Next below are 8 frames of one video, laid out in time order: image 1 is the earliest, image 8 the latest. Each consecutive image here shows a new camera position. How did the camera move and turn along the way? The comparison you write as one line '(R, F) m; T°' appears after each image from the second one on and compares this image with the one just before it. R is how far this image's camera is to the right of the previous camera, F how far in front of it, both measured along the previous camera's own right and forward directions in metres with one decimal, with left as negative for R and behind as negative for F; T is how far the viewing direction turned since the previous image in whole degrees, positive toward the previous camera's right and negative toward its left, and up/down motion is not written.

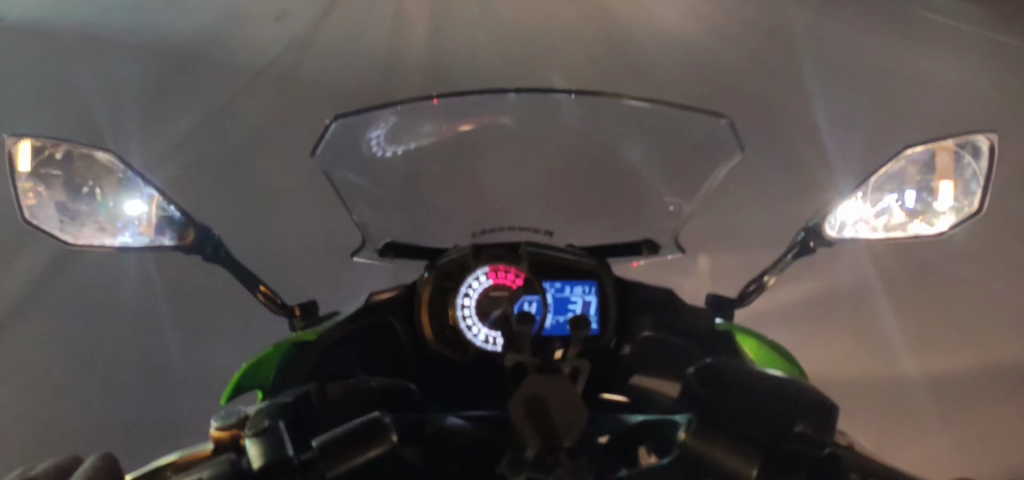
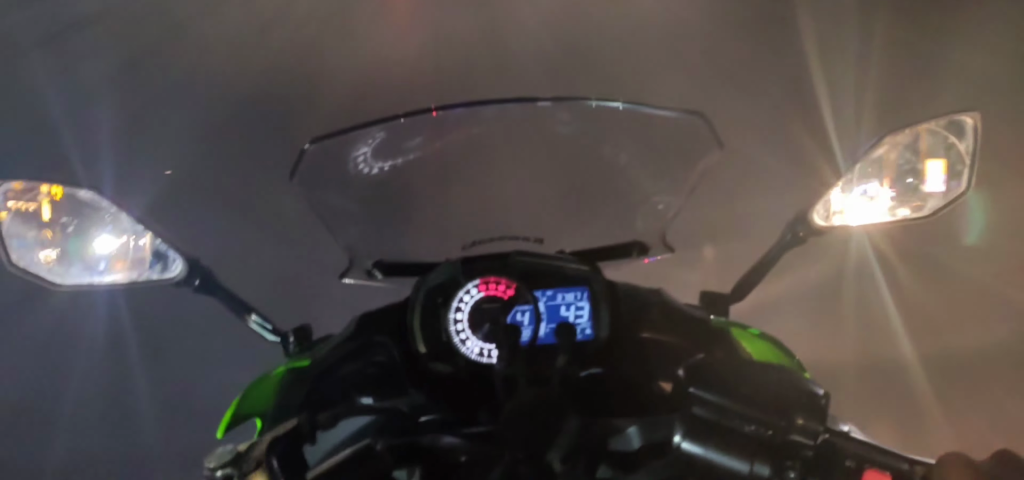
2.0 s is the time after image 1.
(+1.3, +20.5) m; +1°
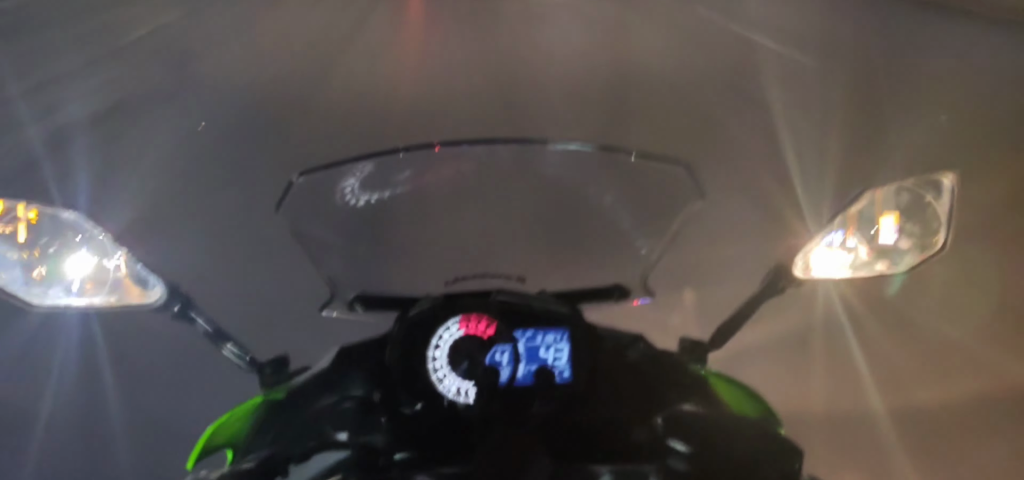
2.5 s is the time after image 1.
(-0.1, +5.2) m; -1°
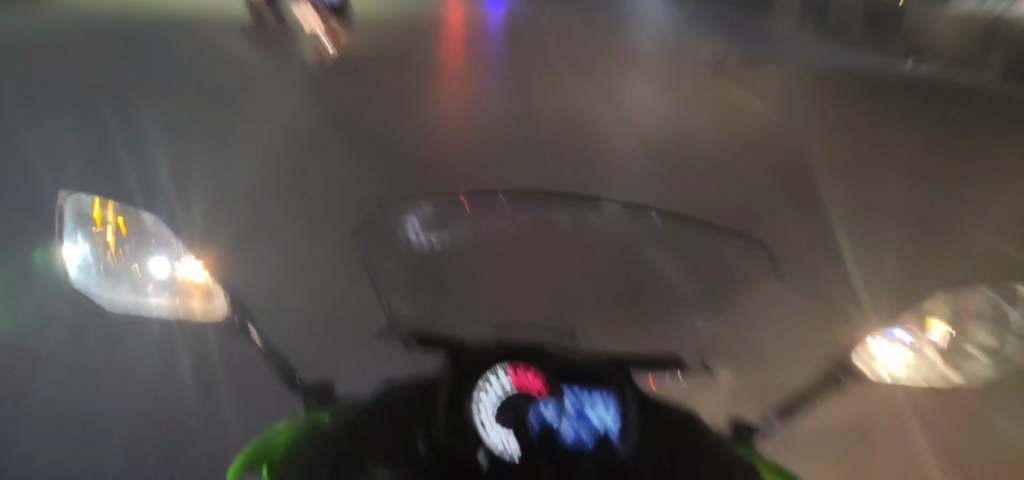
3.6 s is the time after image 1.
(-0.2, +10.9) m; +1°
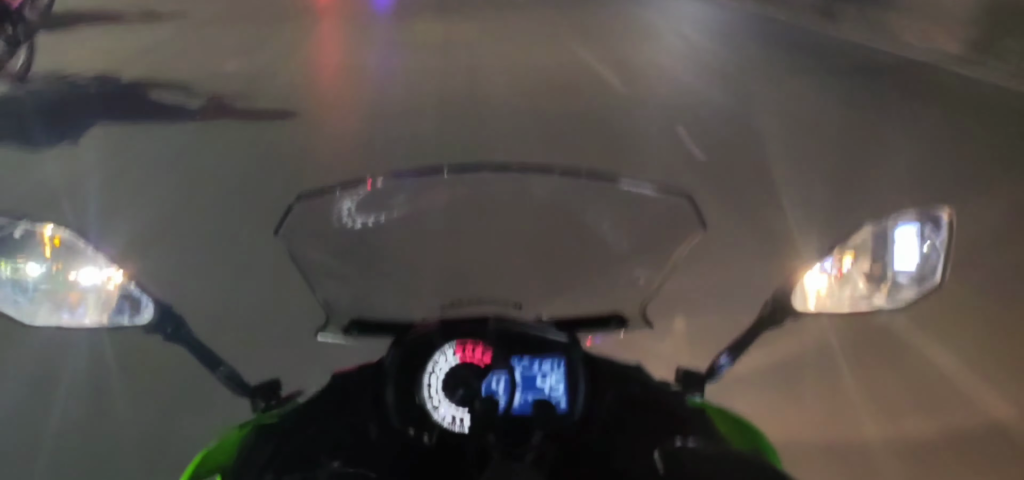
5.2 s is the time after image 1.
(+0.4, +18.4) m; +1°
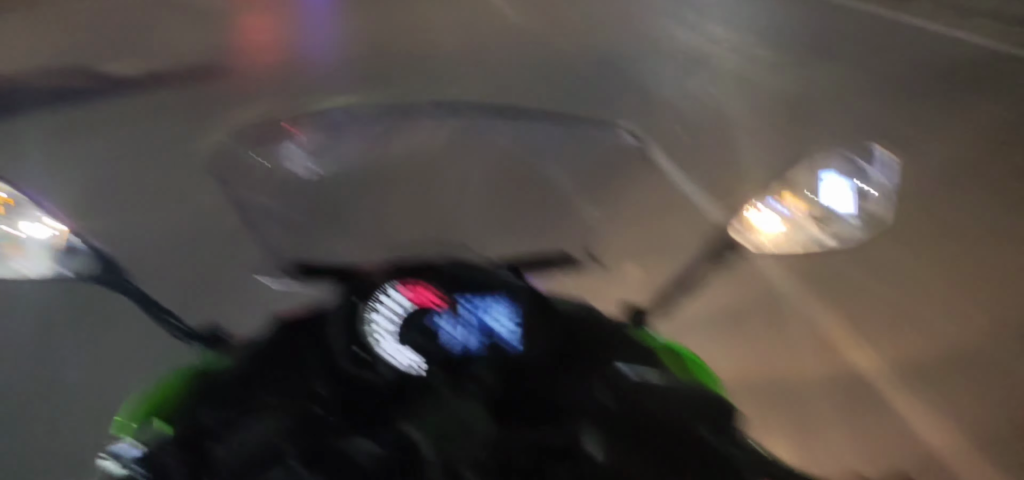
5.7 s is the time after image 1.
(0.0, +5.3) m; 0°
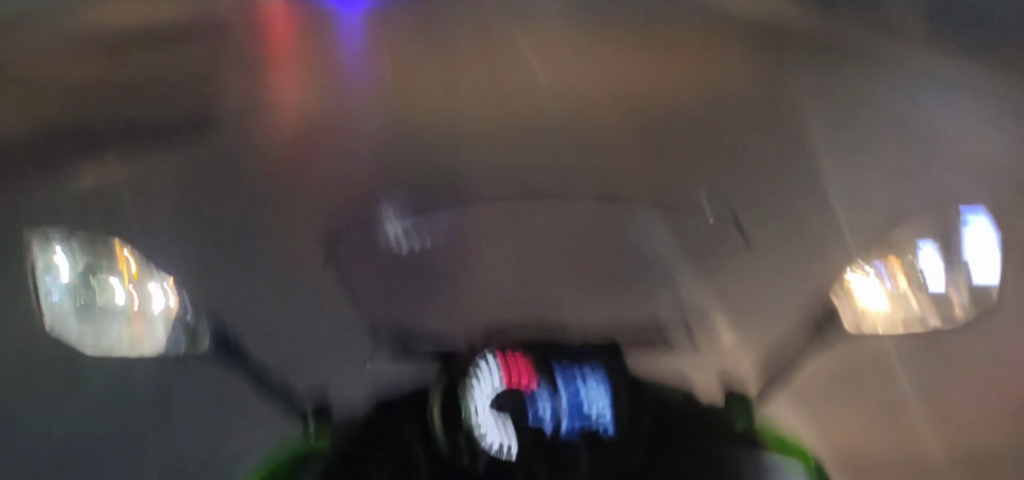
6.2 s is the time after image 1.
(0.0, +6.3) m; 0°
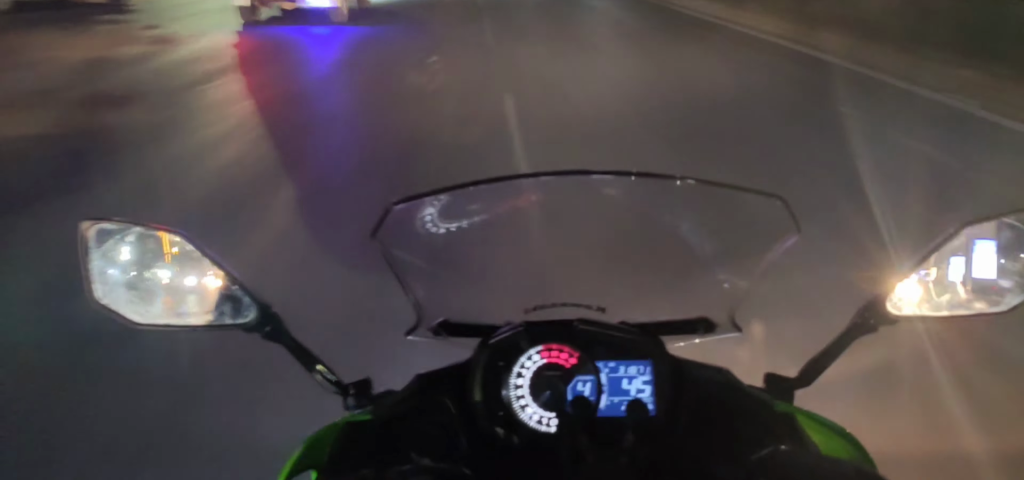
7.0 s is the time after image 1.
(0.0, +9.4) m; 0°
